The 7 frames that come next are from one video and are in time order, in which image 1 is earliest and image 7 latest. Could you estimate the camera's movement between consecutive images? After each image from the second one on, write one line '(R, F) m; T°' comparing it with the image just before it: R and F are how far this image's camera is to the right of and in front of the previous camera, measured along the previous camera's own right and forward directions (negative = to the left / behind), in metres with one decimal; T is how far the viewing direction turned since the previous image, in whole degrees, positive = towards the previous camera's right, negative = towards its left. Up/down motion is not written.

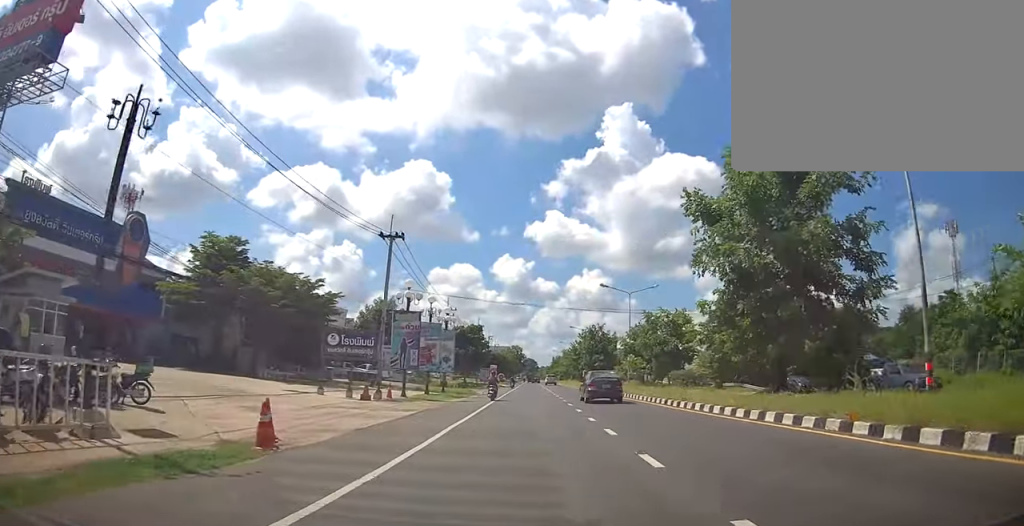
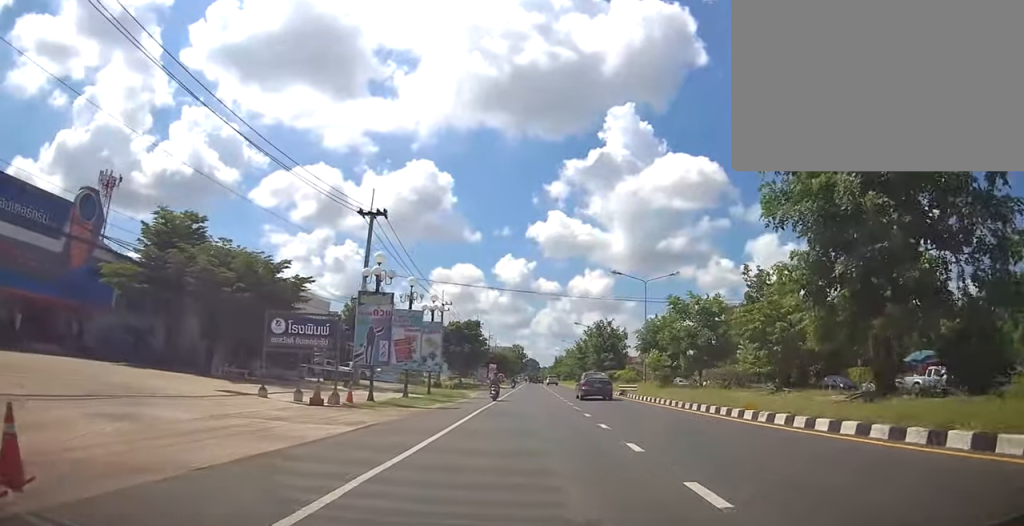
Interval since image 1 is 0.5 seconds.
(+0.2, +6.5) m; +1°
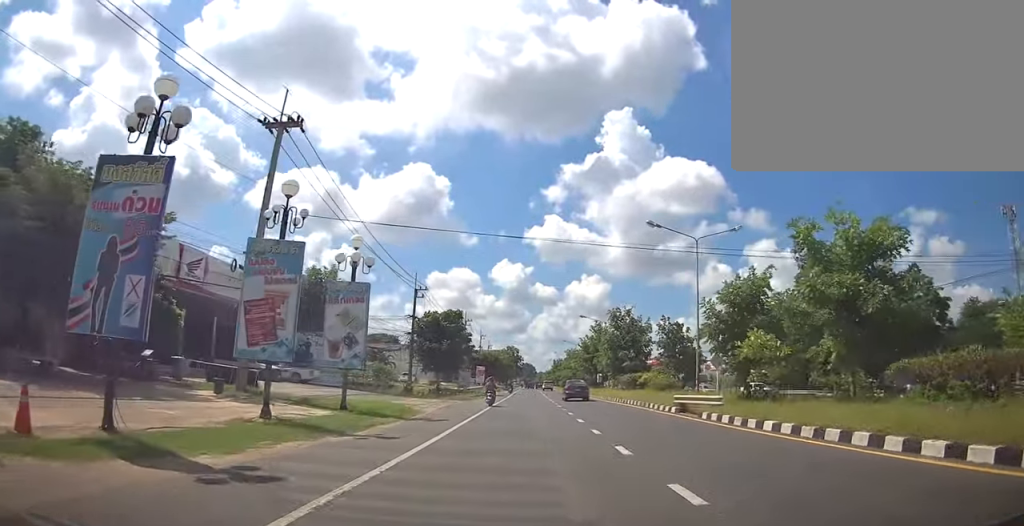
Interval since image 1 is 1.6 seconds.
(-0.1, +15.5) m; -1°
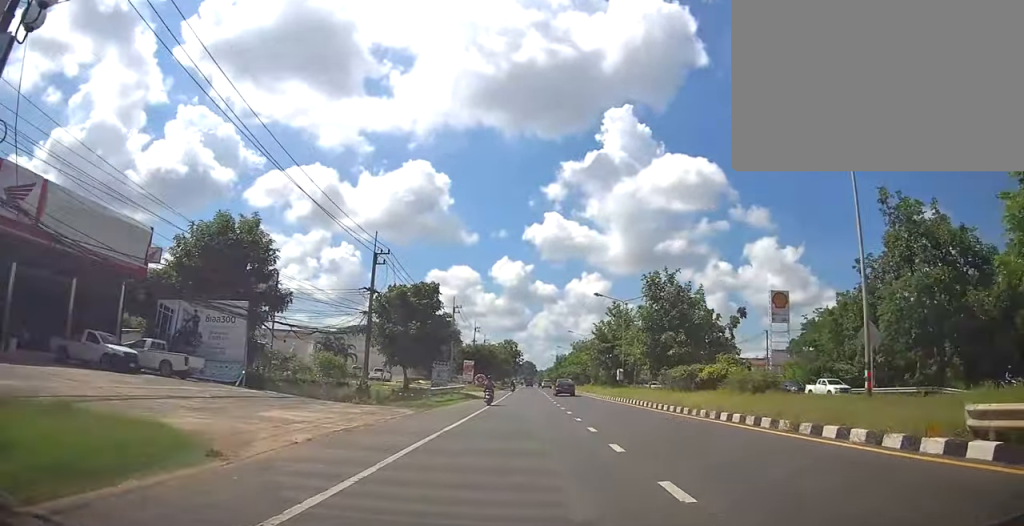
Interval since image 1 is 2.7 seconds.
(-0.1, +15.8) m; -2°
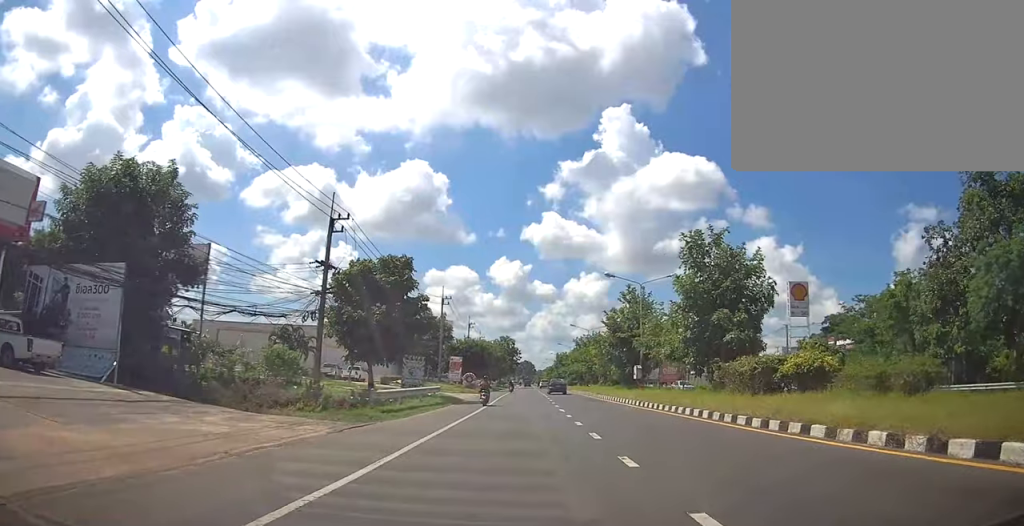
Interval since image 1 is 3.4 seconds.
(-0.3, +9.6) m; 0°
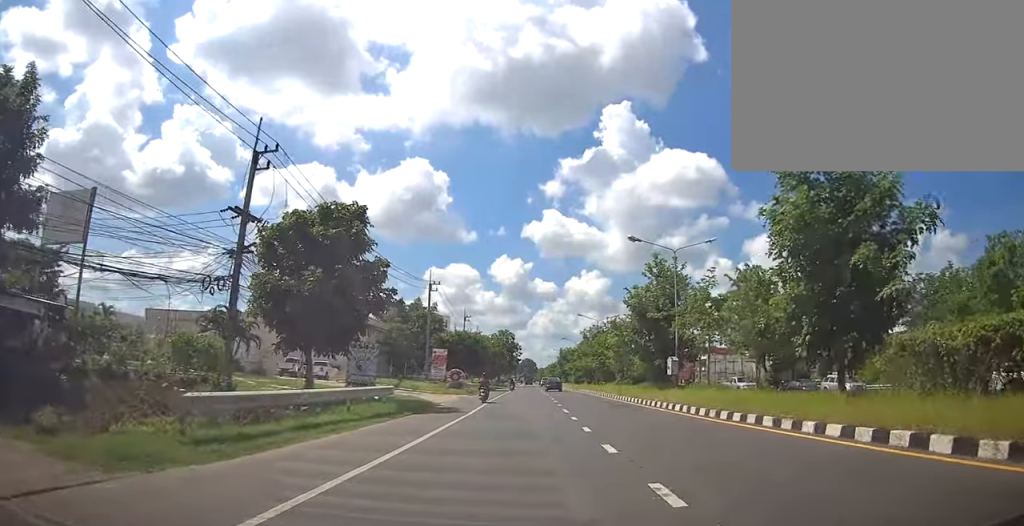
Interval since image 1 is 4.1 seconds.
(+0.2, +10.3) m; +1°
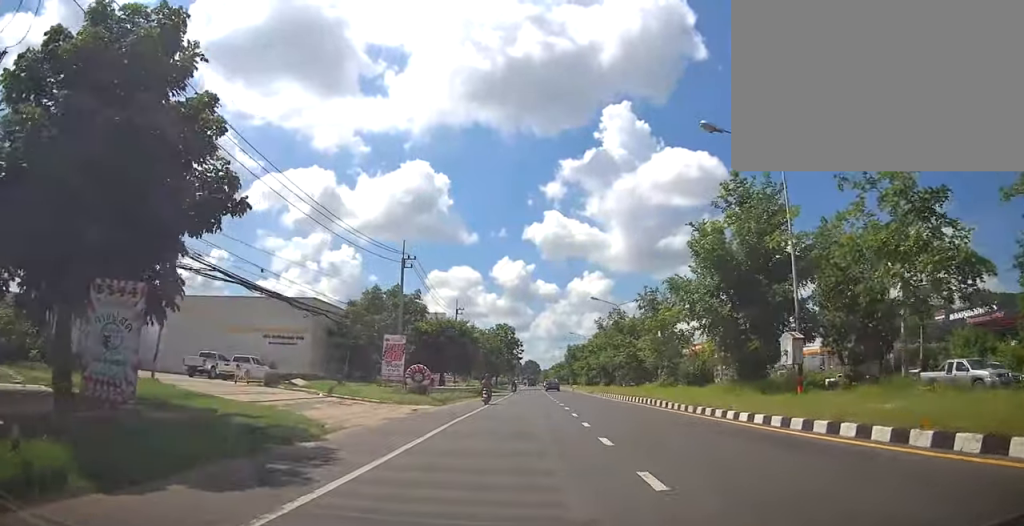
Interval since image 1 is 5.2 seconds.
(+0.2, +14.9) m; +1°
